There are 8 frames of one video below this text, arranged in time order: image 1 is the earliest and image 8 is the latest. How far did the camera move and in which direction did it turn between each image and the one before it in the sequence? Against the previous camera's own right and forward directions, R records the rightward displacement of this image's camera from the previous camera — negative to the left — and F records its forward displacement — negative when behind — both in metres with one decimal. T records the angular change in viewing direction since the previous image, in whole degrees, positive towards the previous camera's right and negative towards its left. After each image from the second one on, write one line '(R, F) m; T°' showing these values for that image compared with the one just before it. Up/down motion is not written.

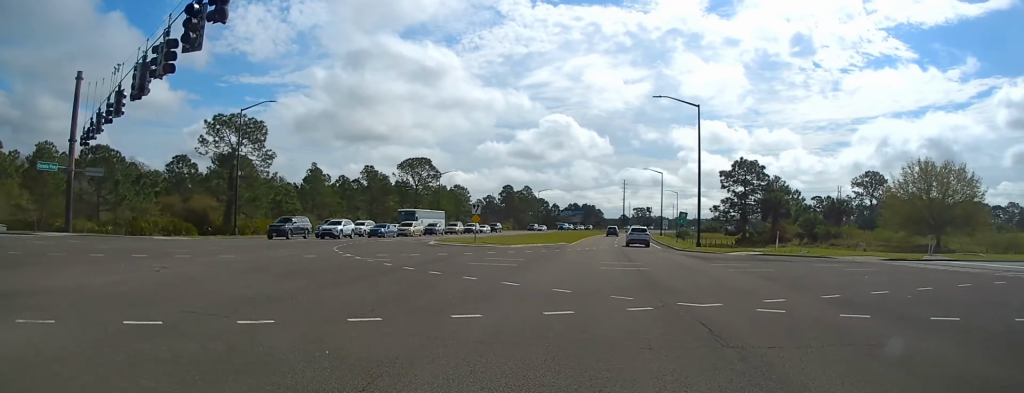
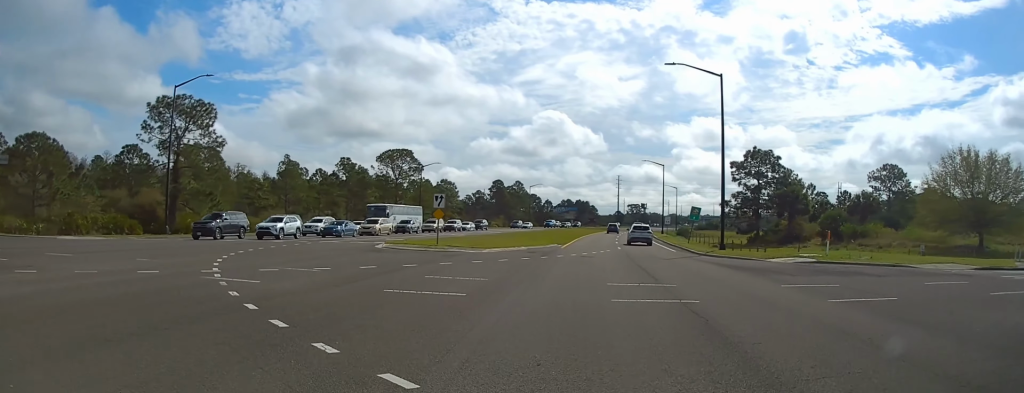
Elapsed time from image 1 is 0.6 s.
(0.0, +10.6) m; +1°
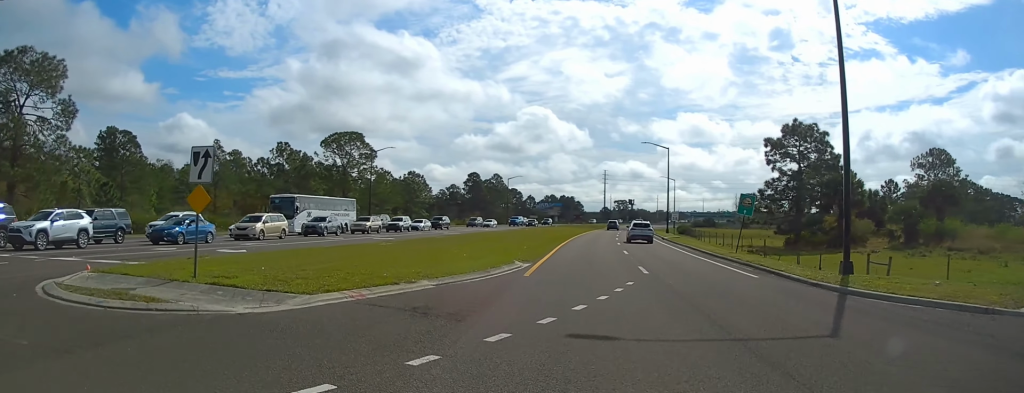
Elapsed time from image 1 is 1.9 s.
(+0.4, +22.0) m; +2°
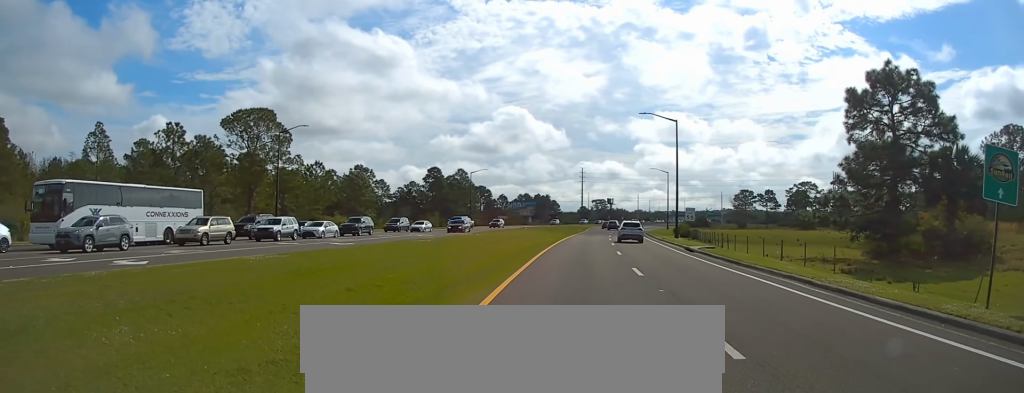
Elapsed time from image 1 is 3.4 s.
(+0.2, +25.6) m; +2°
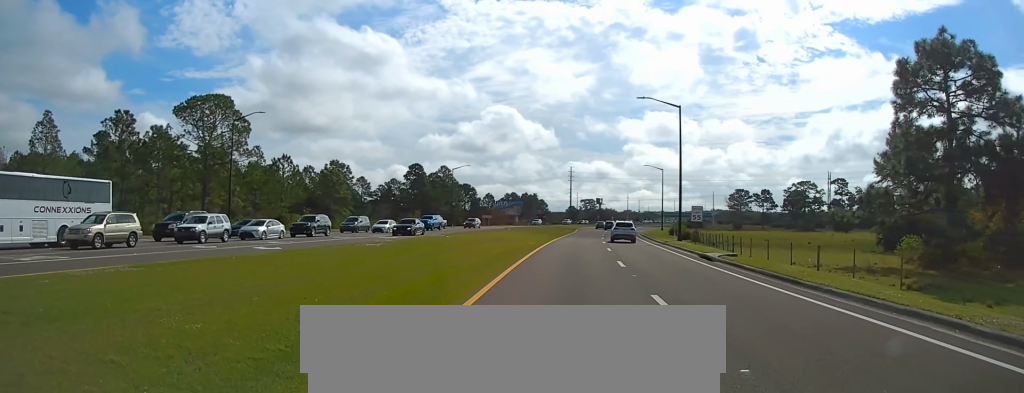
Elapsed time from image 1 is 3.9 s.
(+0.2, +8.6) m; +1°
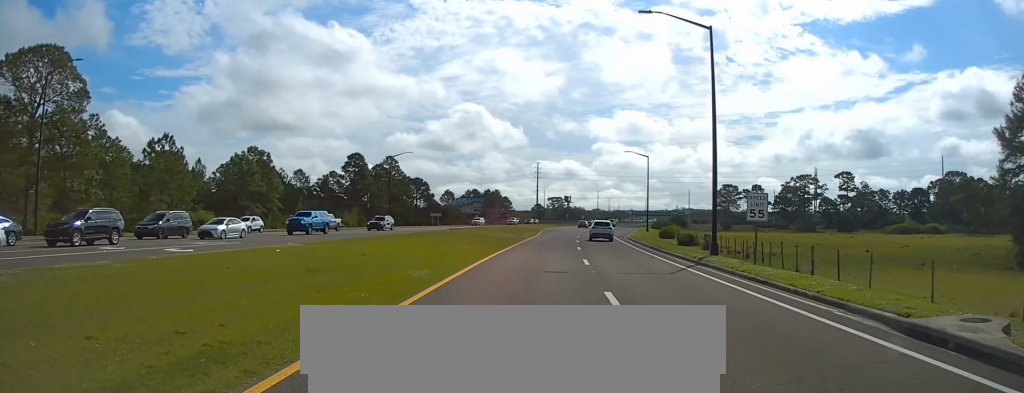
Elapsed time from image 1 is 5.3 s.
(+0.7, +24.5) m; +2°
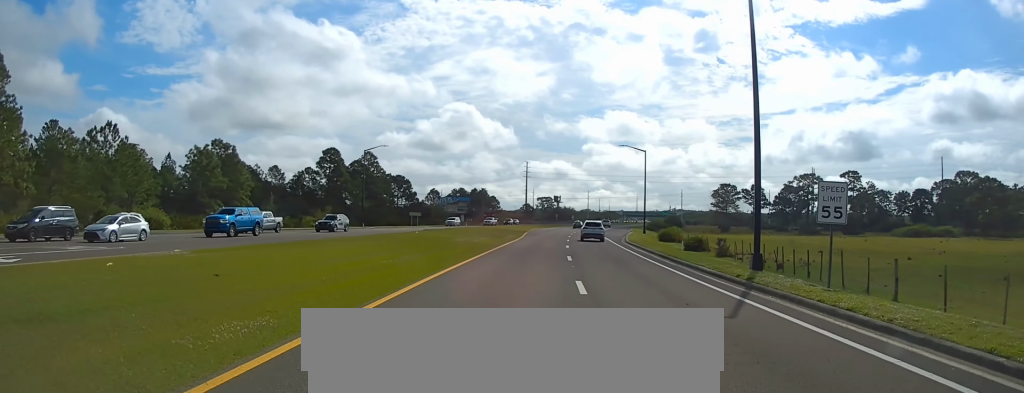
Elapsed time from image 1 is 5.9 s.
(0.0, +9.4) m; 0°
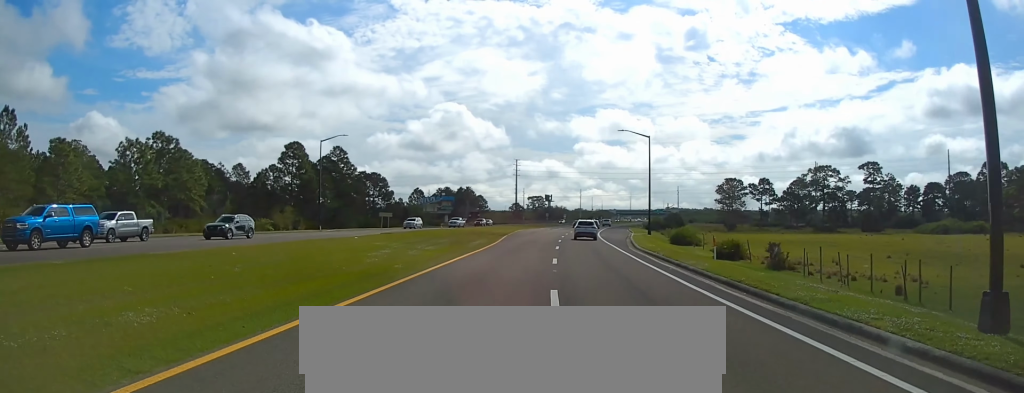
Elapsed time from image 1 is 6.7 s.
(0.0, +14.8) m; 0°
